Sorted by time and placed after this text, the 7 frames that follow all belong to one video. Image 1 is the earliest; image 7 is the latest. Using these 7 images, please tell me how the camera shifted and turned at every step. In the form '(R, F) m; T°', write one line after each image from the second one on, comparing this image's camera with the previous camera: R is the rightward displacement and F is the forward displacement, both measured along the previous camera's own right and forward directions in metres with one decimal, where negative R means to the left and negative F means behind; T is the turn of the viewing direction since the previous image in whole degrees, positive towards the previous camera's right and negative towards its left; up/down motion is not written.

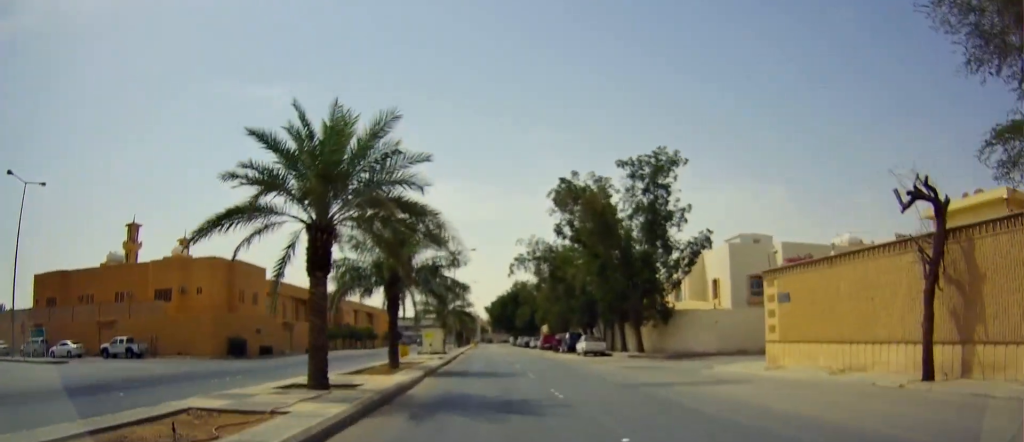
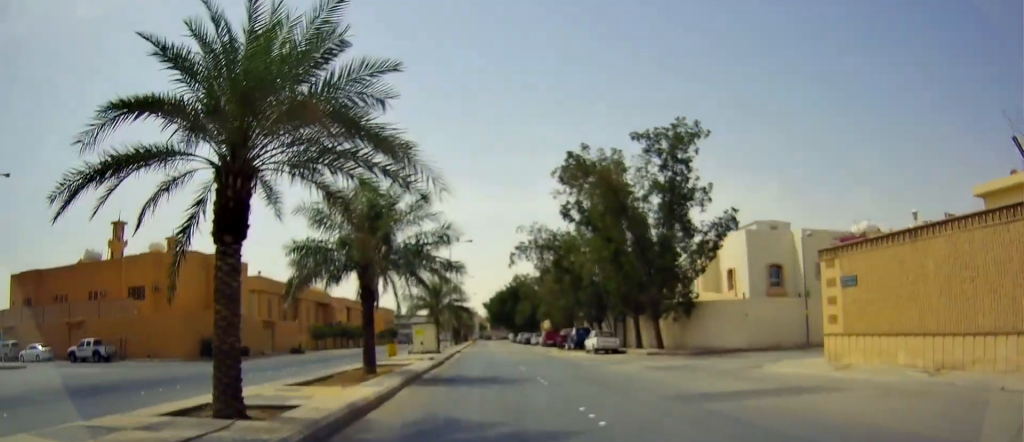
(-0.1, +4.9) m; 0°
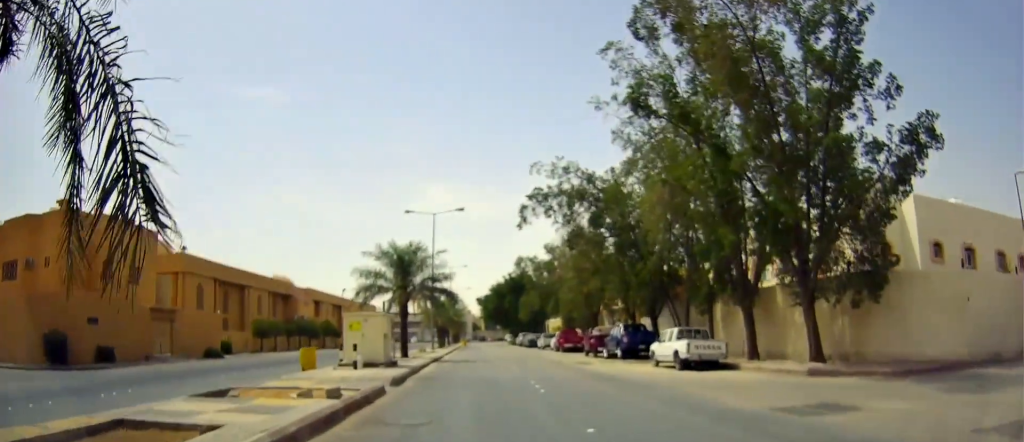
(+1.2, +18.4) m; +3°
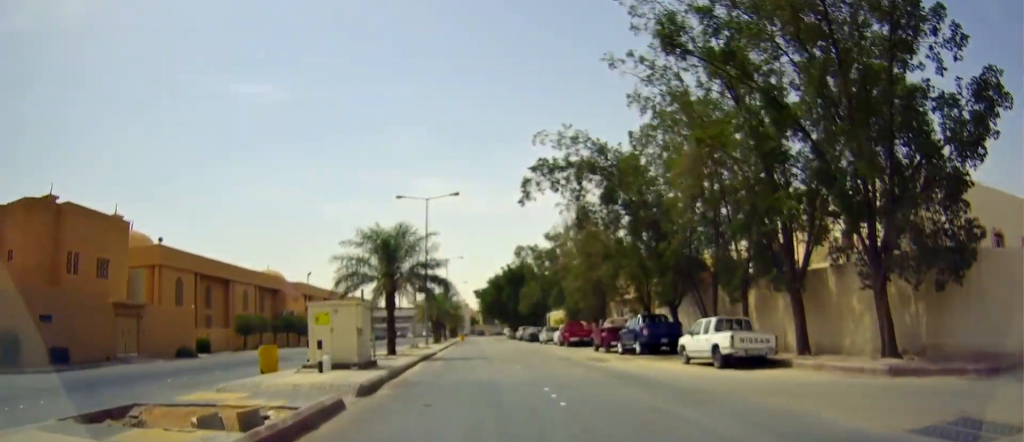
(-0.2, +4.4) m; -1°
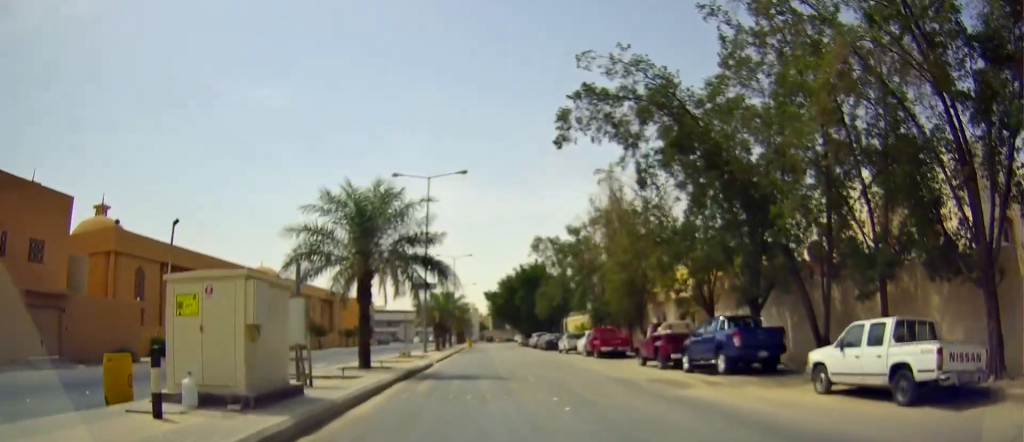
(-0.2, +10.5) m; -1°
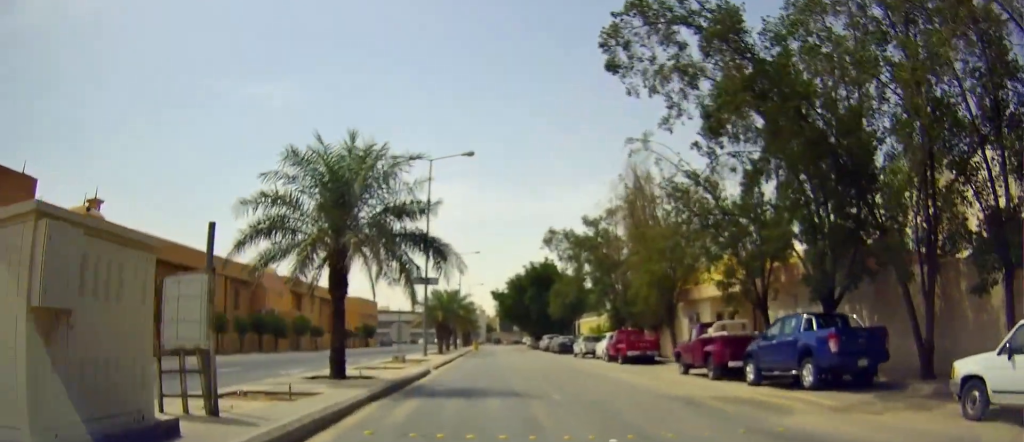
(0.0, +6.5) m; 0°
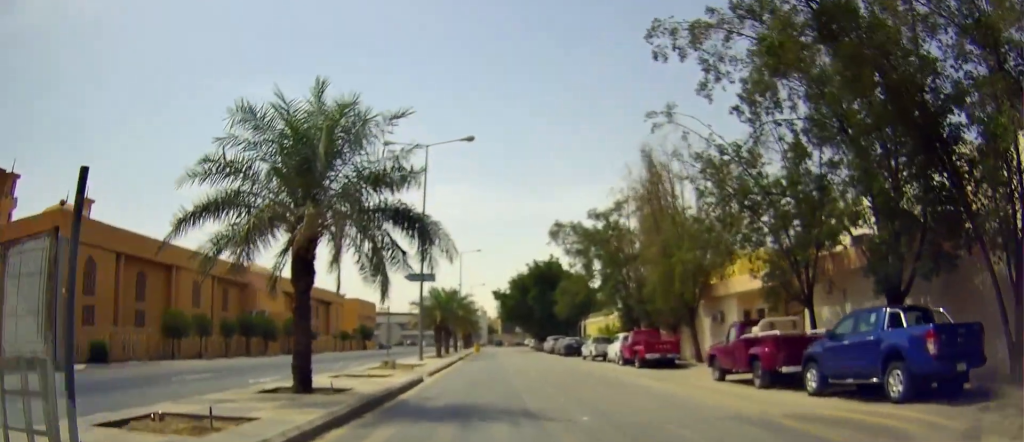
(-0.2, +4.3) m; 0°
